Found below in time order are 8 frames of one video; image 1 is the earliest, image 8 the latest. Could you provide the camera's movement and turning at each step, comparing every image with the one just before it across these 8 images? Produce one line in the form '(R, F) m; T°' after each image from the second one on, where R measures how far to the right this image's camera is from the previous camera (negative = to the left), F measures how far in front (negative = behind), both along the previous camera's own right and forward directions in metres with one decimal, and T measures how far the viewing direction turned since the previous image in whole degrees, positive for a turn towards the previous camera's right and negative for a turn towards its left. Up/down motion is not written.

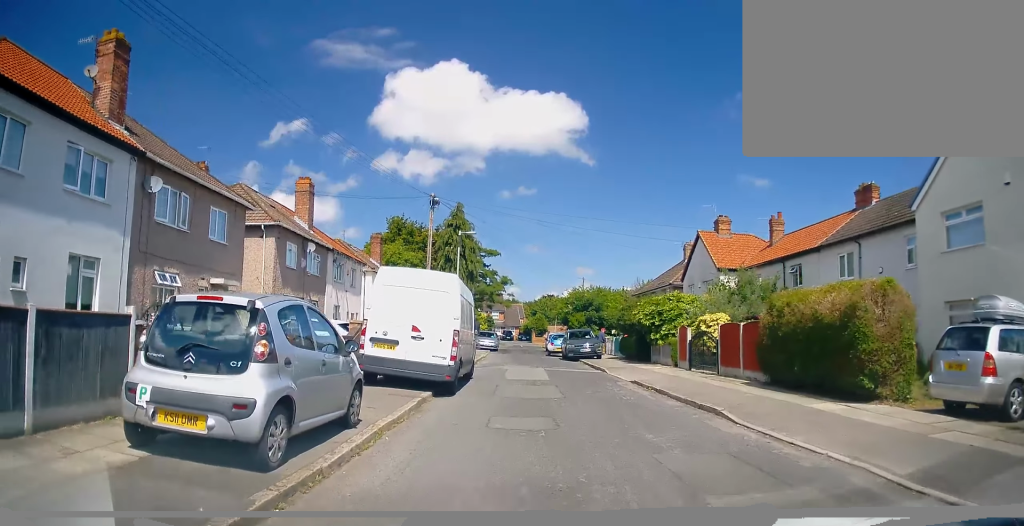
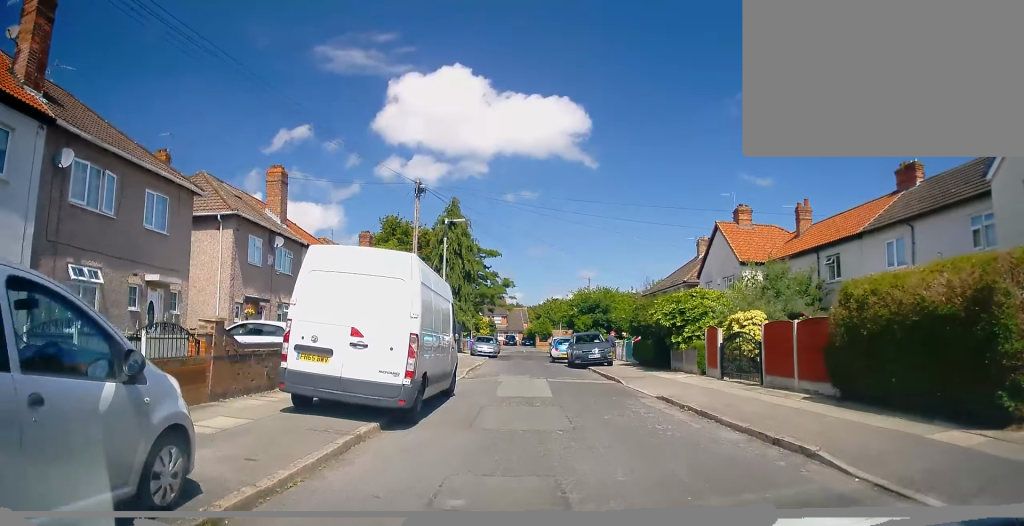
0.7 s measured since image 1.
(0.0, +3.7) m; -1°
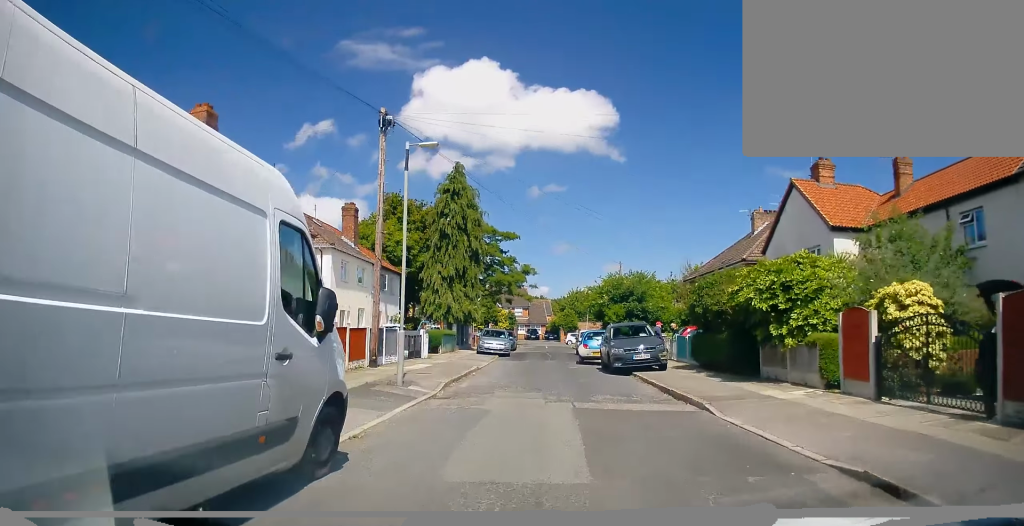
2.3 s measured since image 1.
(-0.3, +8.1) m; -3°
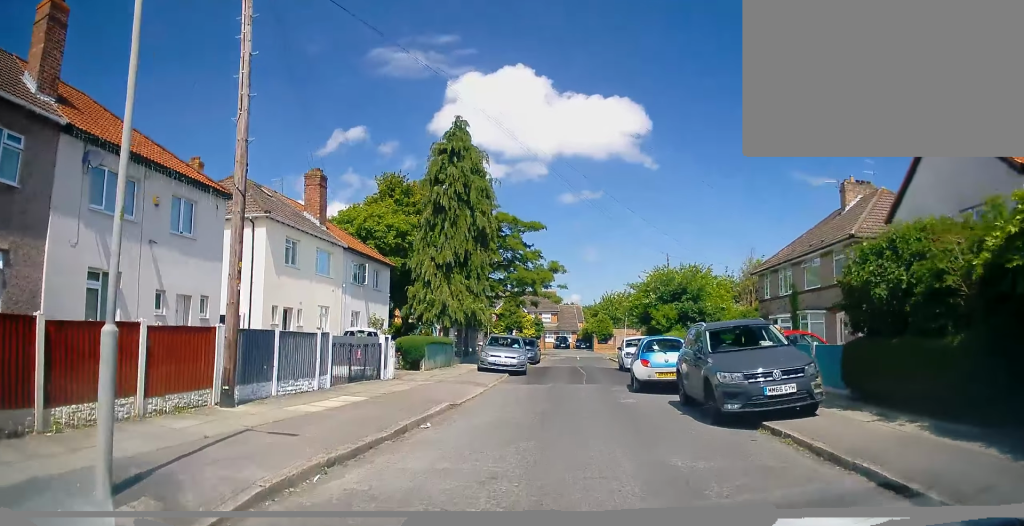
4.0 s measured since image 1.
(+0.2, +9.5) m; 0°
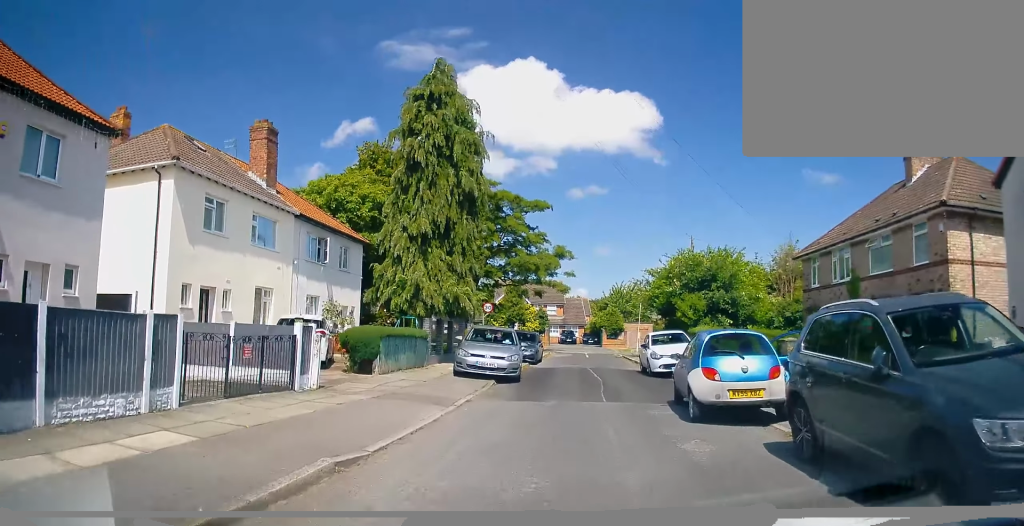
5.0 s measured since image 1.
(-0.3, +5.9) m; -3°
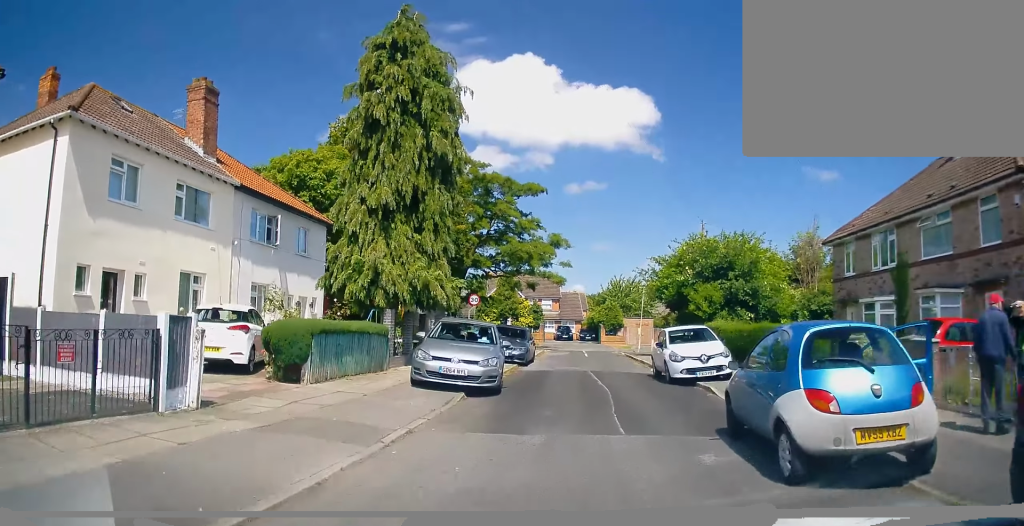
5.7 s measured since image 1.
(0.0, +4.1) m; 0°
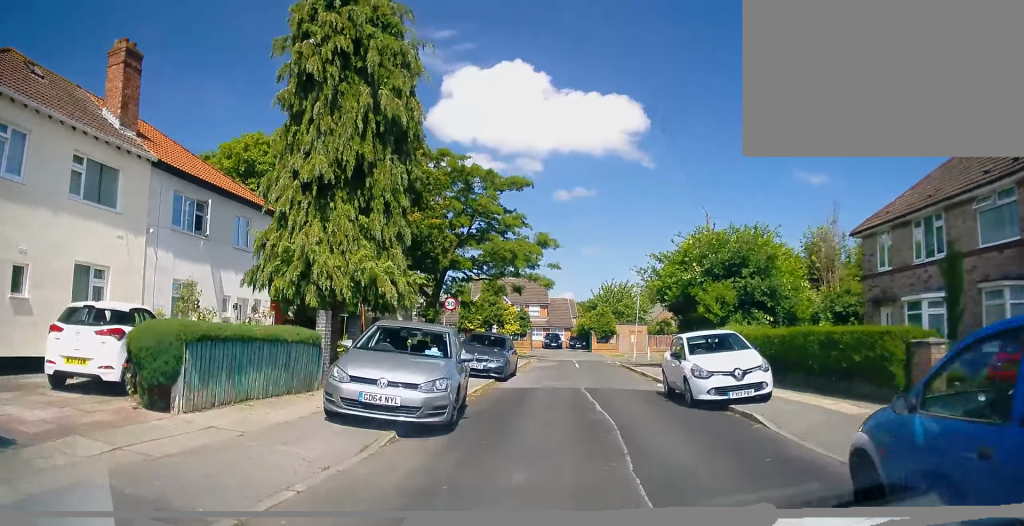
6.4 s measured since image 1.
(0.0, +3.8) m; -3°
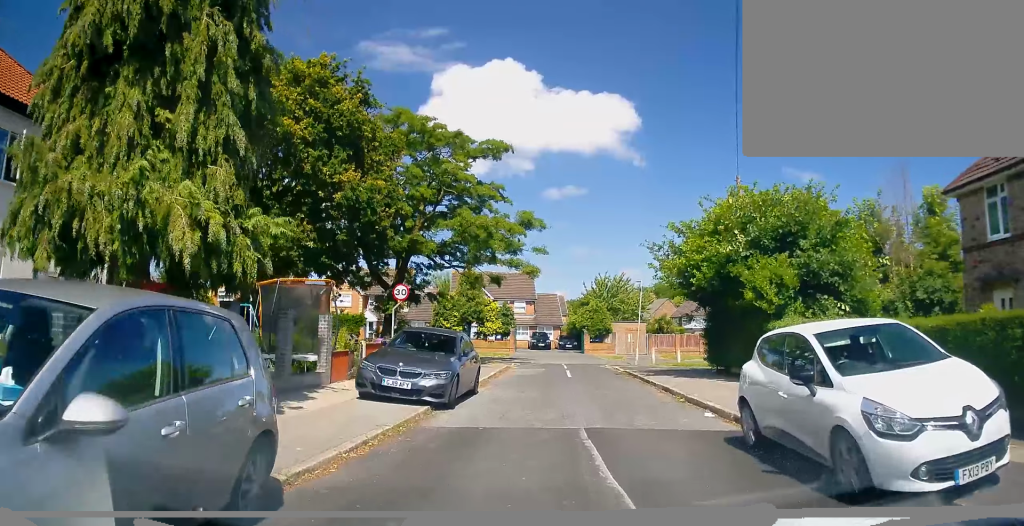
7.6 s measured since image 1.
(-0.5, +7.2) m; +1°
